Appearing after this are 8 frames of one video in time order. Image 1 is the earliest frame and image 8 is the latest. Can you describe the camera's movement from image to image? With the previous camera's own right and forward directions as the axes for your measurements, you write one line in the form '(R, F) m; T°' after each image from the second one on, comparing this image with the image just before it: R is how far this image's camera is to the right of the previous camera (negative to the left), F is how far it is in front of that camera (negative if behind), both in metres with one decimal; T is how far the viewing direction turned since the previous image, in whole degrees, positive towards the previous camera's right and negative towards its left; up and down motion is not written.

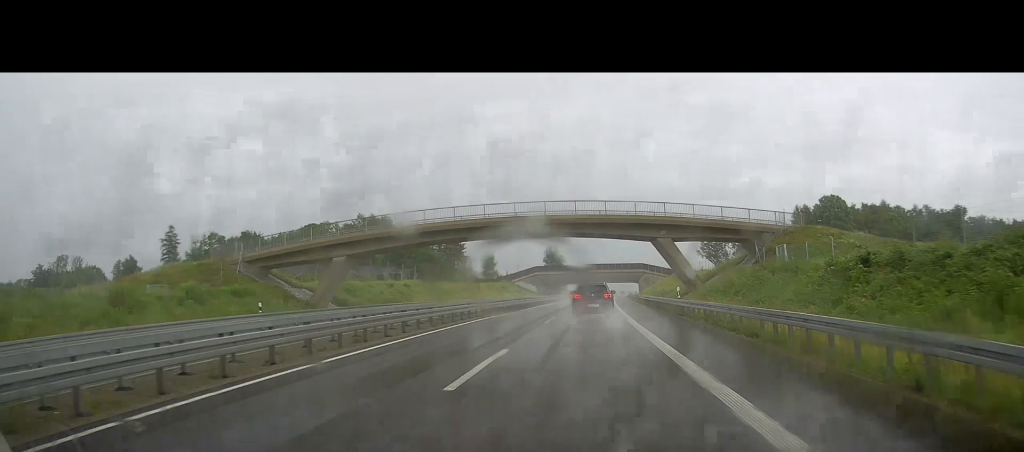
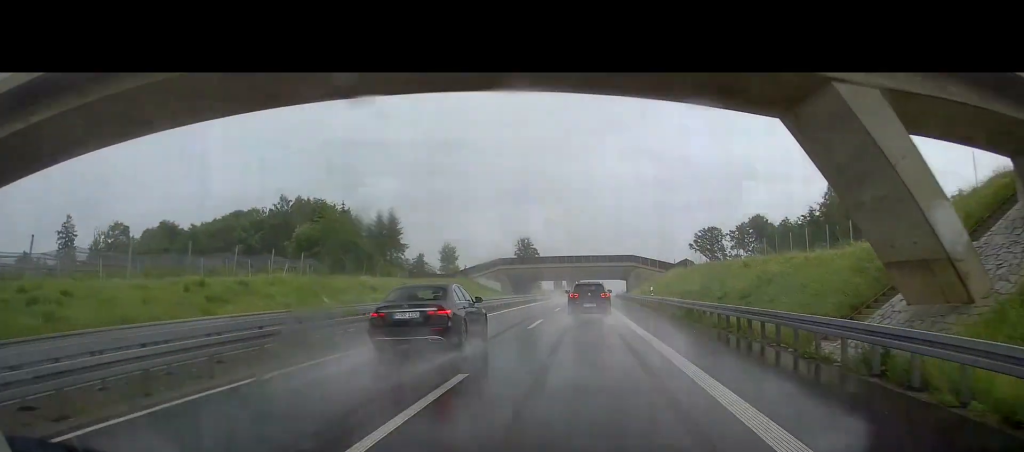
(+1.0, +40.2) m; +3°
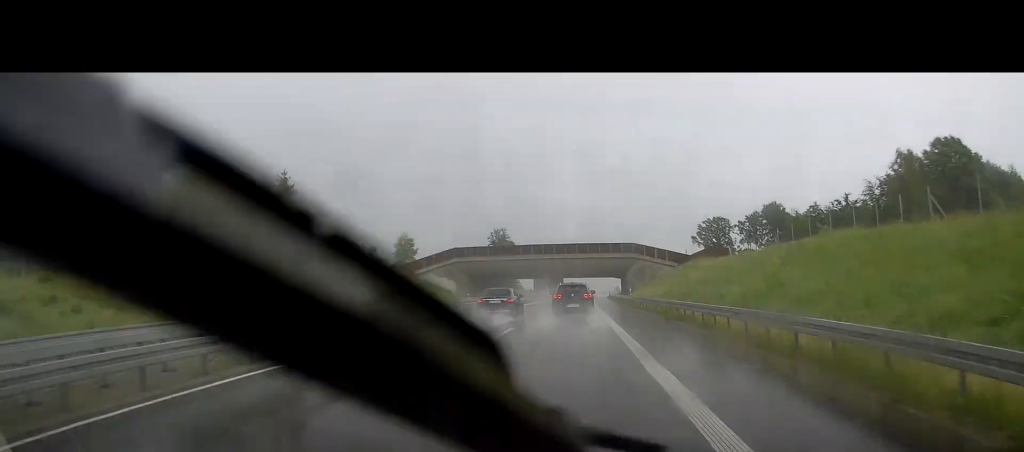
(+0.1, +41.4) m; 0°
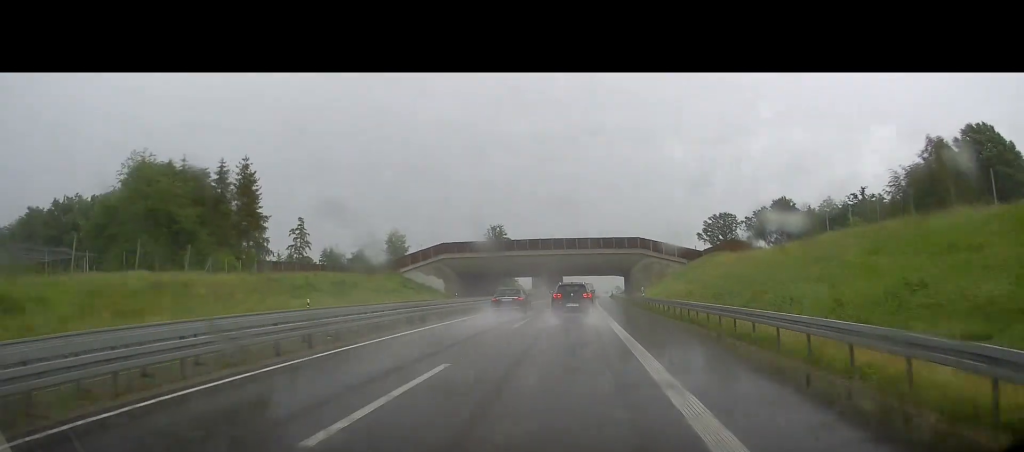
(0.0, +10.6) m; 0°
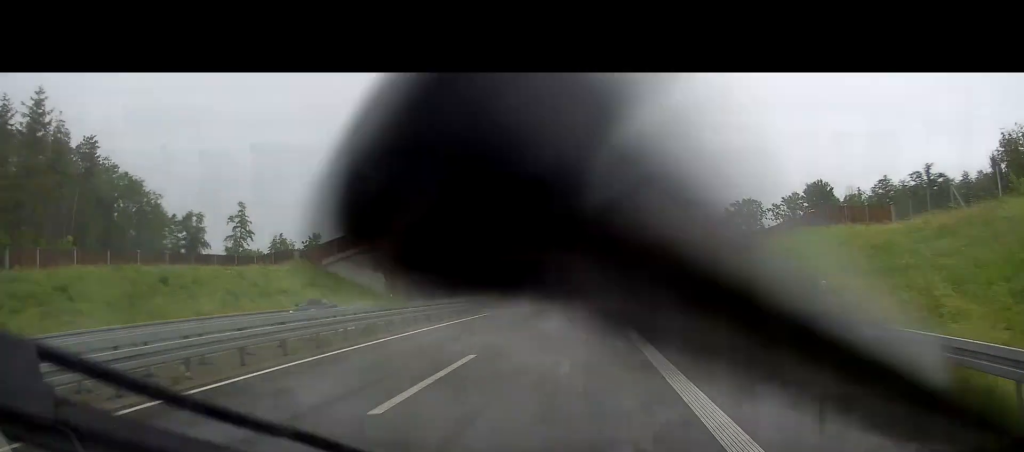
(+0.5, +34.2) m; +2°
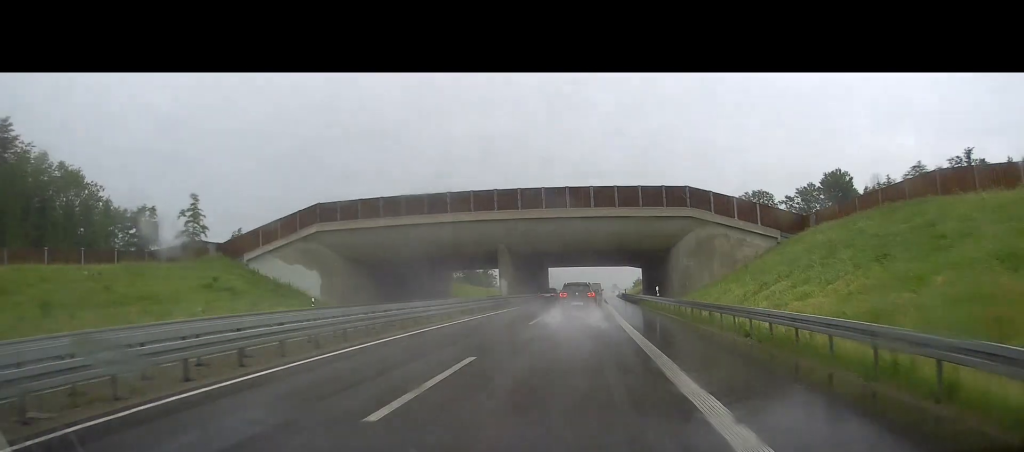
(0.0, +18.4) m; -1°
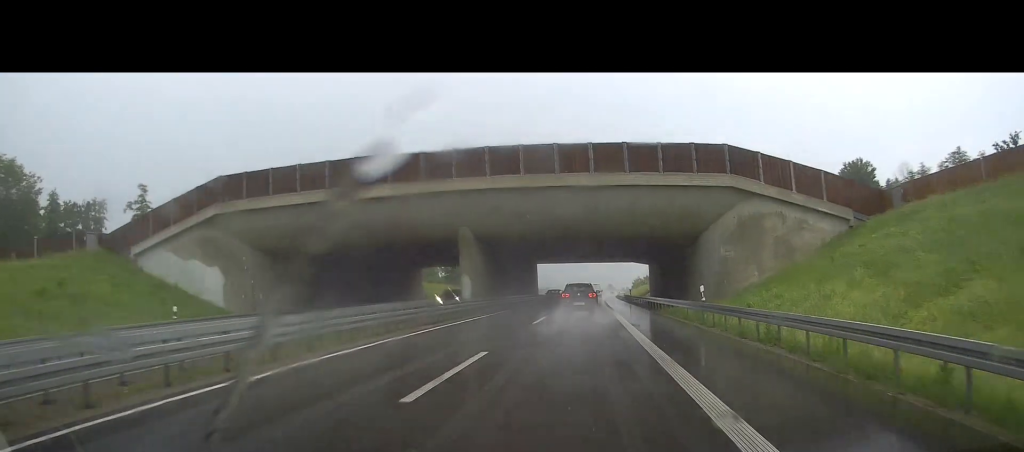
(-0.2, +17.2) m; 0°
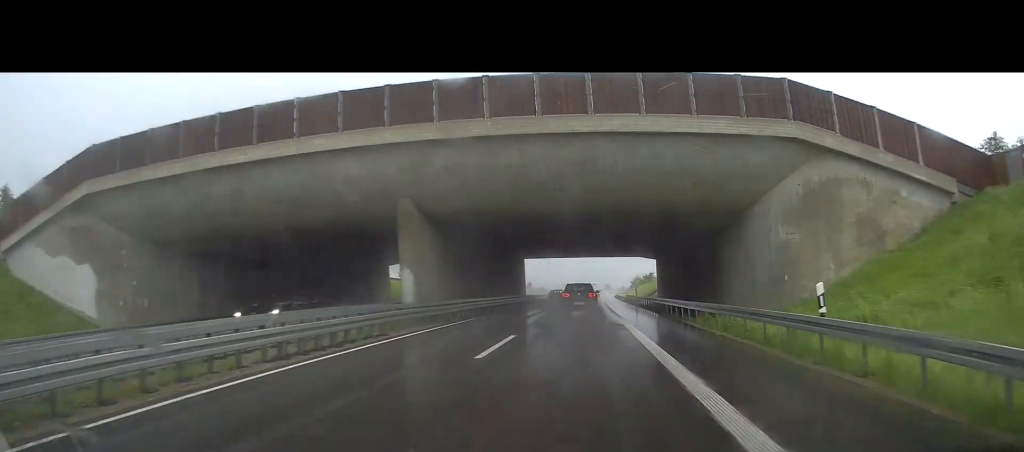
(-0.2, +13.5) m; 0°
